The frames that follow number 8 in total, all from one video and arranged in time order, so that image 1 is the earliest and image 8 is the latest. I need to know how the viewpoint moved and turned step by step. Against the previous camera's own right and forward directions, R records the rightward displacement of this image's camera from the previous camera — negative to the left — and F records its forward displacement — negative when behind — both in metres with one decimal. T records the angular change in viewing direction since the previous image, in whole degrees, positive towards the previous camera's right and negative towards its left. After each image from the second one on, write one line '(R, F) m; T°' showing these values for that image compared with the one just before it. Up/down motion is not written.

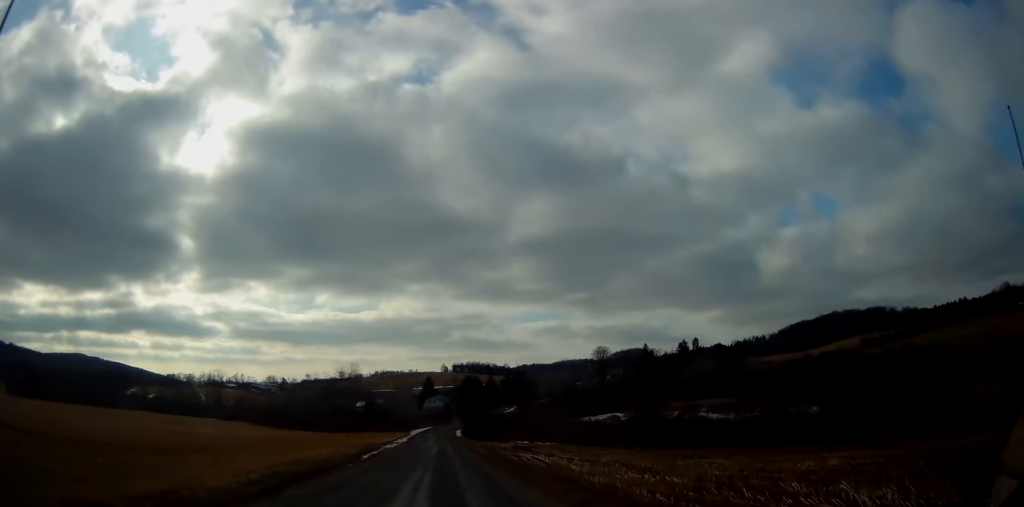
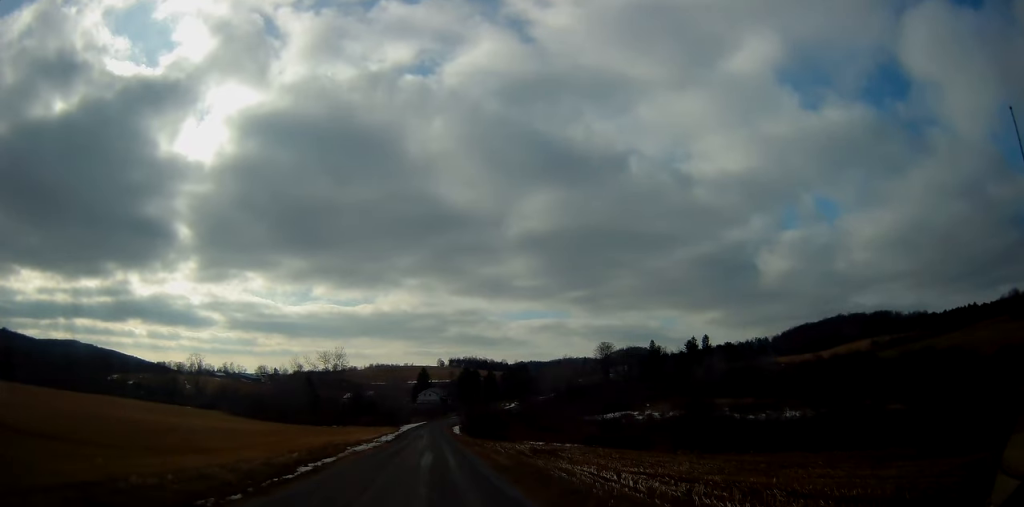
(+0.3, +19.5) m; +1°
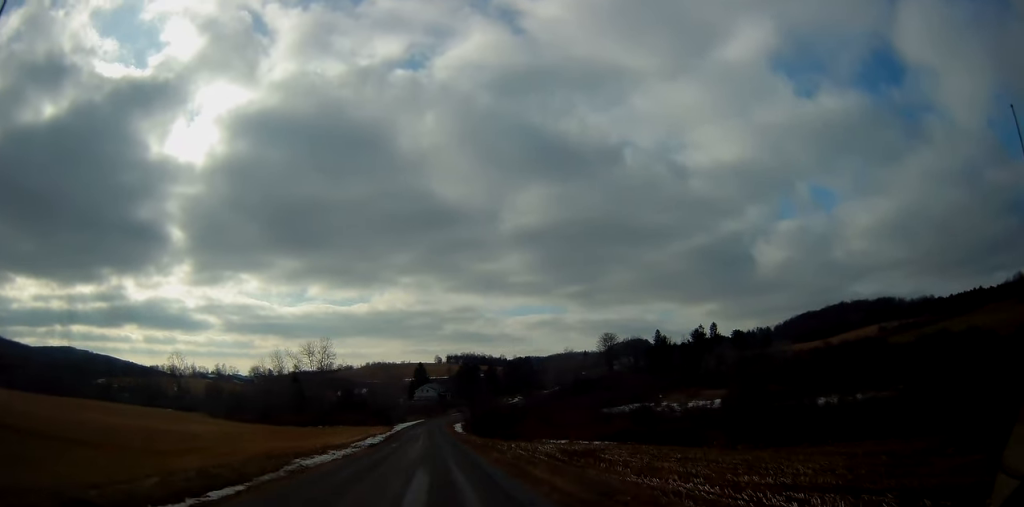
(+0.2, +15.2) m; 0°
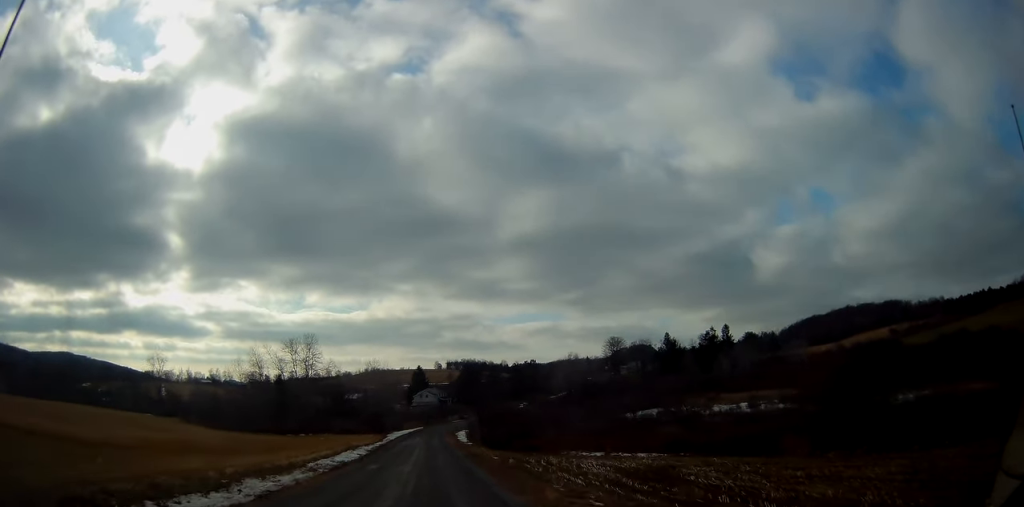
(-0.3, +15.4) m; -1°
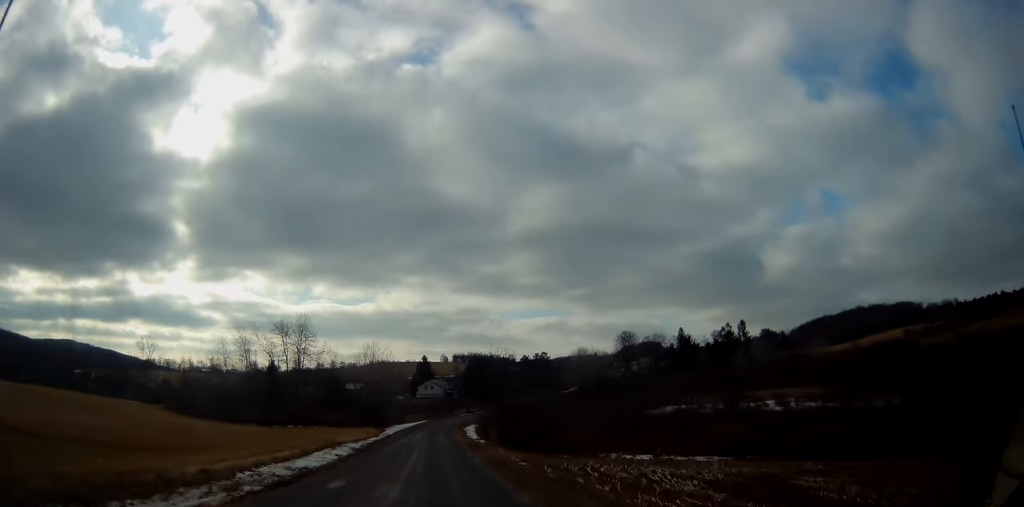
(+0.1, +11.6) m; +1°
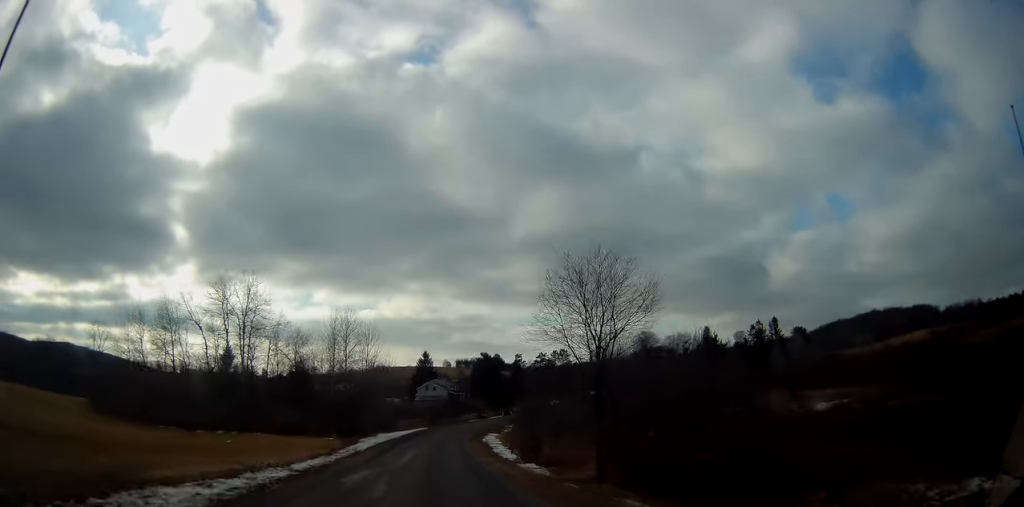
(+0.2, +31.1) m; -1°
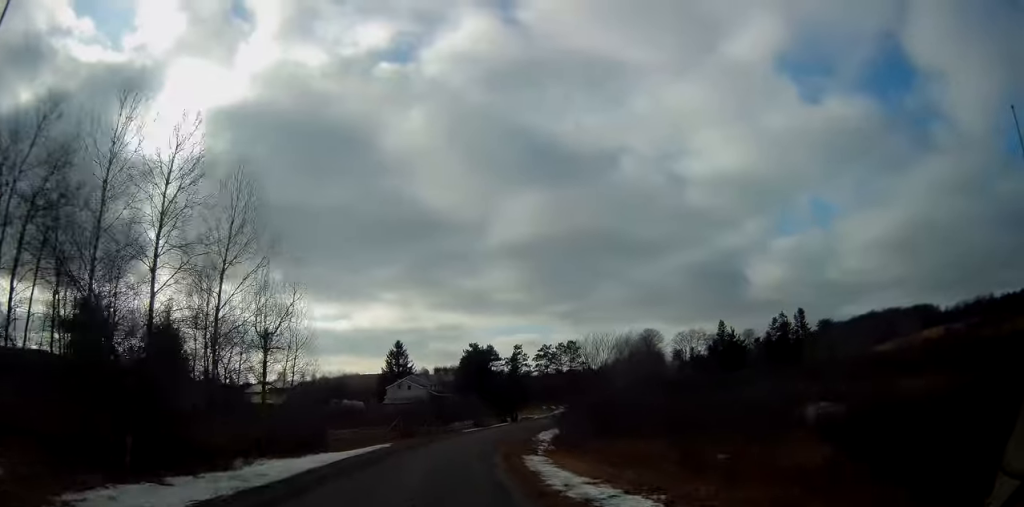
(+0.1, +41.6) m; +2°
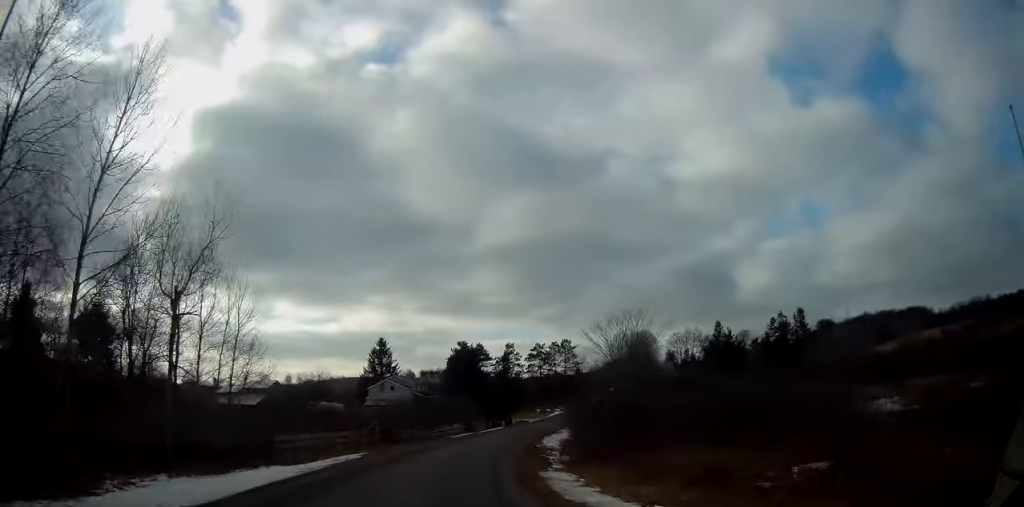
(+0.1, +9.9) m; +1°
